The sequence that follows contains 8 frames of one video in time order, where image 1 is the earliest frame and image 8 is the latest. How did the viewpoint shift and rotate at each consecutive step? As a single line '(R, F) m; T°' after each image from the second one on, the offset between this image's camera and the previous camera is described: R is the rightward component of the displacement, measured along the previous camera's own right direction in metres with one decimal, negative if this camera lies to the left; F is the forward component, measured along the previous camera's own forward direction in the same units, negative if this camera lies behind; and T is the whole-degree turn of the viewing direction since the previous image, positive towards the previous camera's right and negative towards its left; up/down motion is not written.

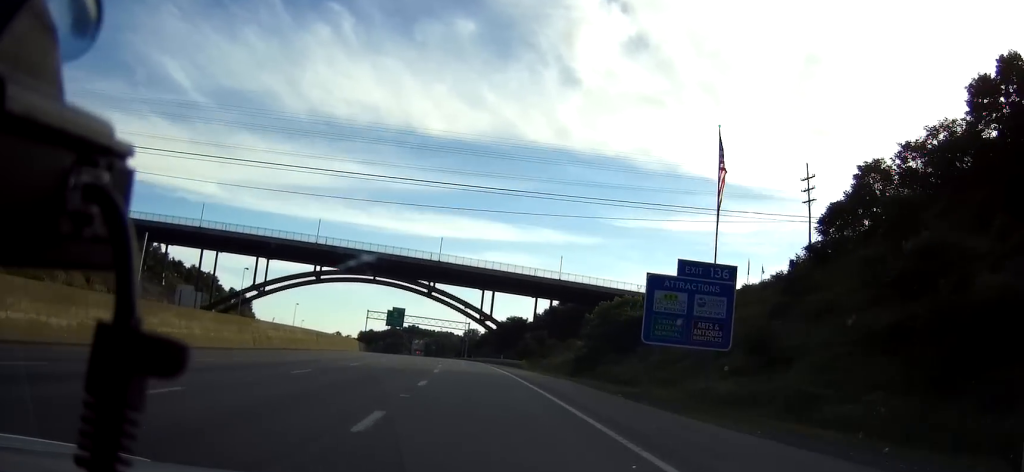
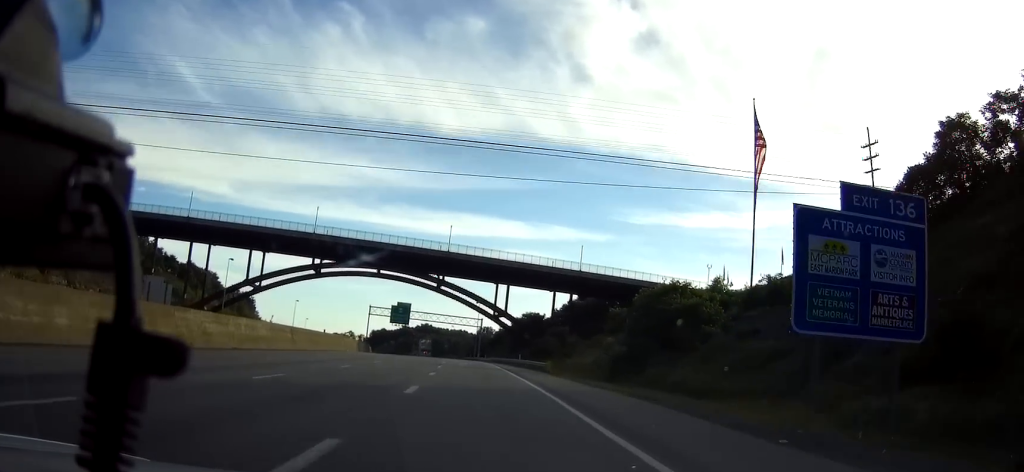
(-0.1, +15.9) m; -1°
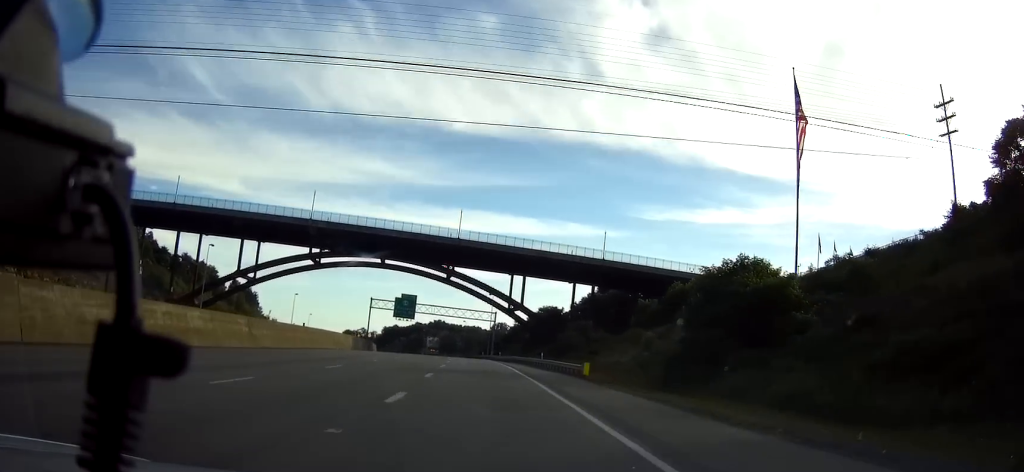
(-0.1, +15.6) m; -1°
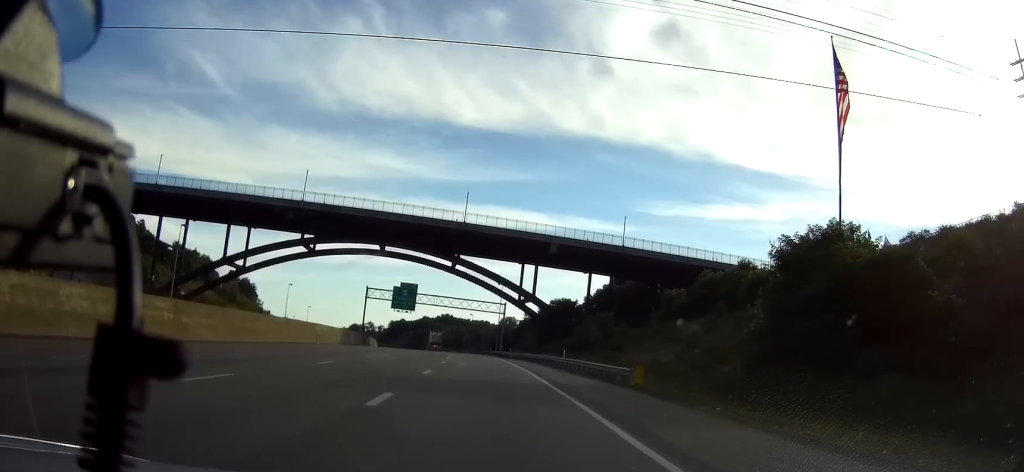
(0.0, +13.6) m; -1°
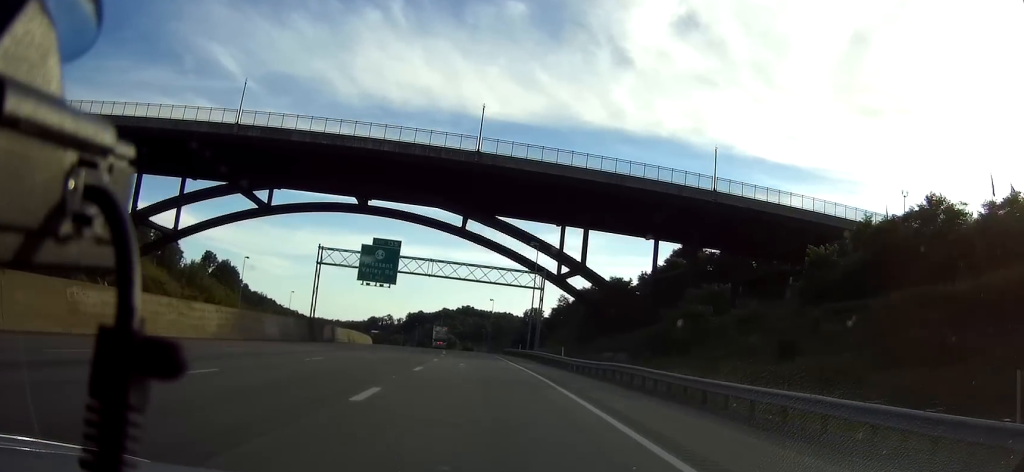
(-0.7, +47.7) m; -1°
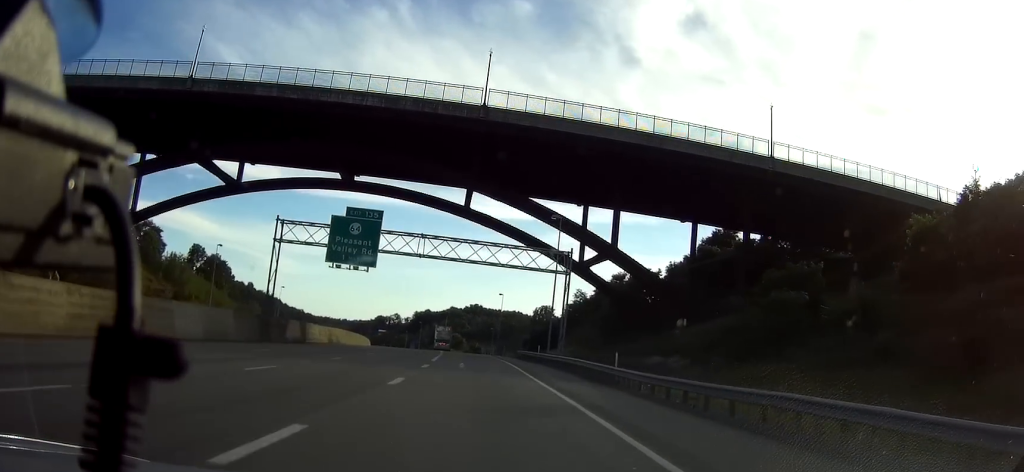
(0.0, +17.8) m; -1°
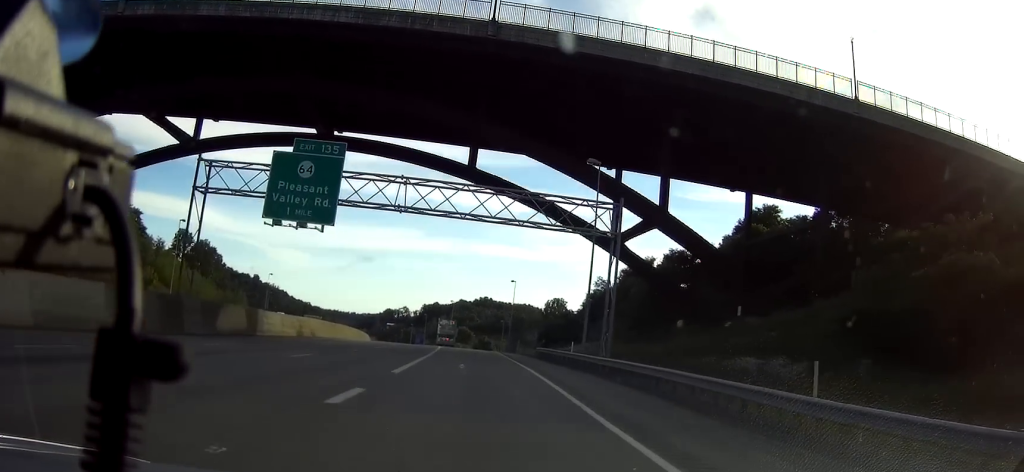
(0.0, +18.2) m; -1°
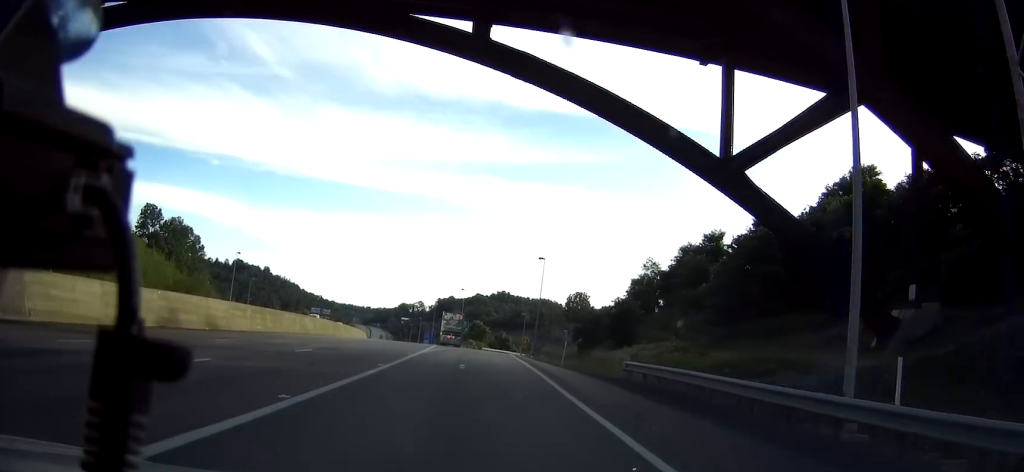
(-0.4, +32.1) m; -1°
